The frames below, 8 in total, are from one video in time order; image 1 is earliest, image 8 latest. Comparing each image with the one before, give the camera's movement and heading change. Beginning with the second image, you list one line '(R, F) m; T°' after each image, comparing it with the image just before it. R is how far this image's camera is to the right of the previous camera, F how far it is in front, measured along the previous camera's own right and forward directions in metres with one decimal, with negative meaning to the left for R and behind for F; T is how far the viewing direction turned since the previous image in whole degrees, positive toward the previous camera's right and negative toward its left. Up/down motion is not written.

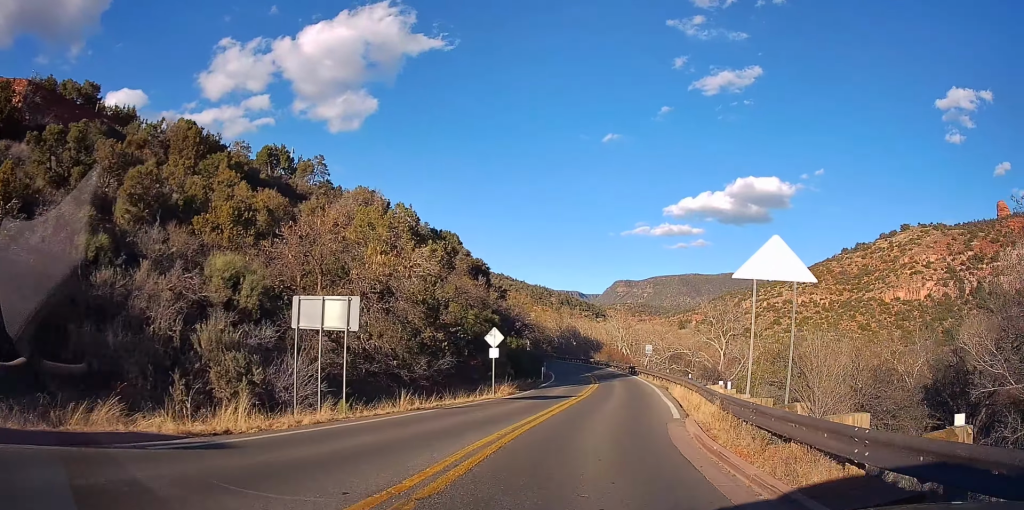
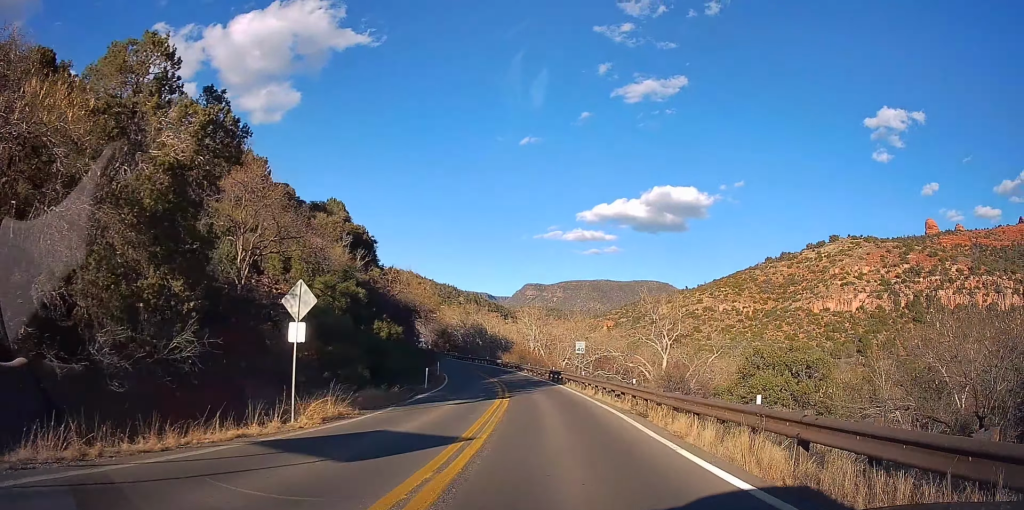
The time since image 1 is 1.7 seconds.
(+1.5, +14.8) m; +7°
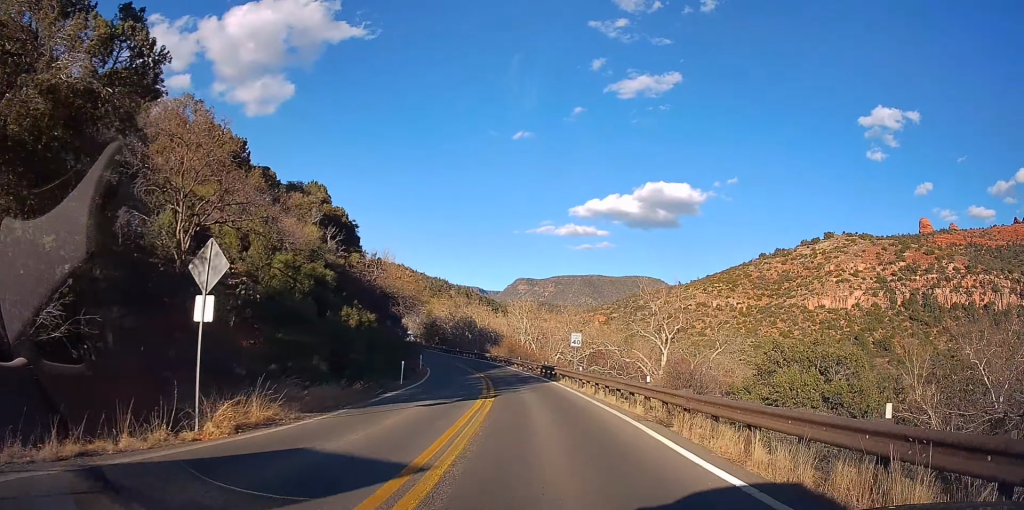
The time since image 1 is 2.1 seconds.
(0.0, +4.0) m; 0°
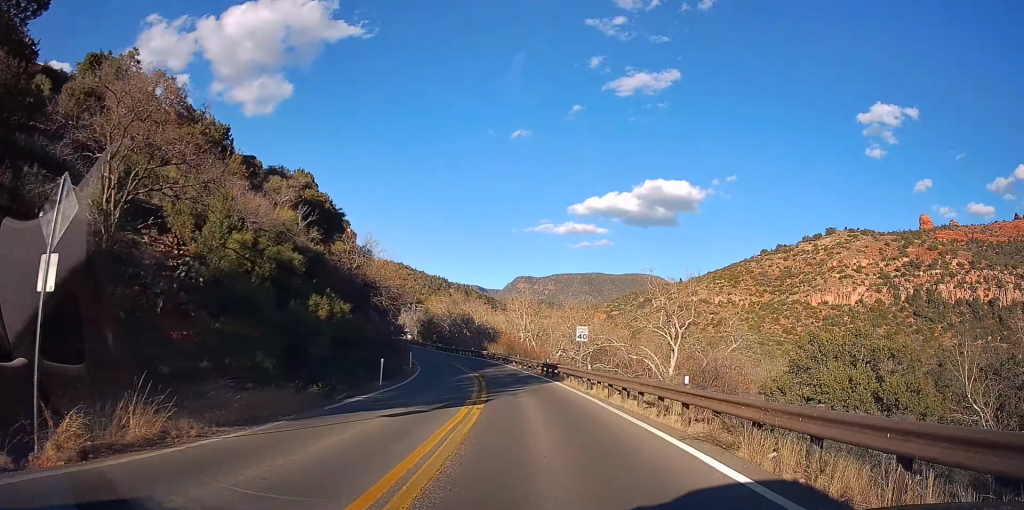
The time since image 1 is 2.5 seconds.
(0.0, +4.1) m; 0°
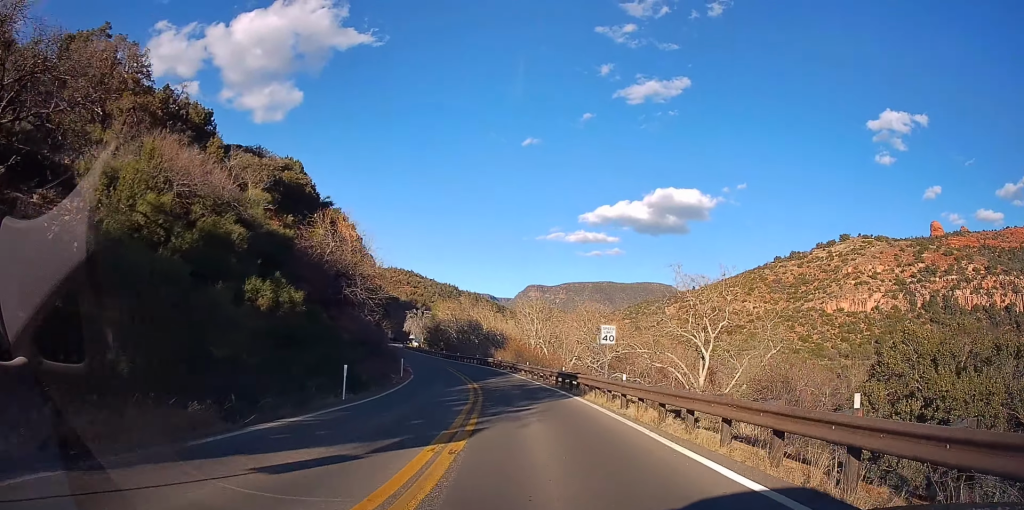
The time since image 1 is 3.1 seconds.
(0.0, +6.4) m; -1°
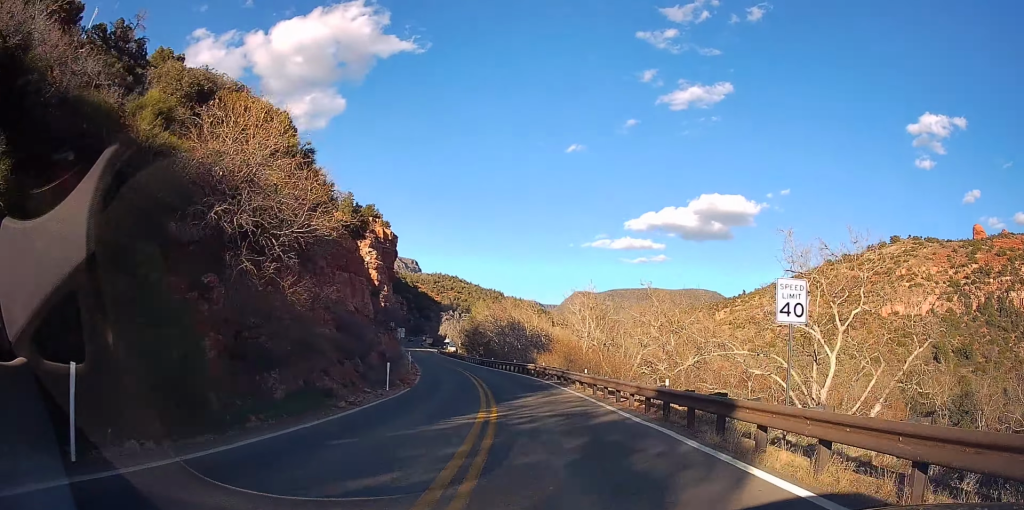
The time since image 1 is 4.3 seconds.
(-0.5, +14.1) m; -4°
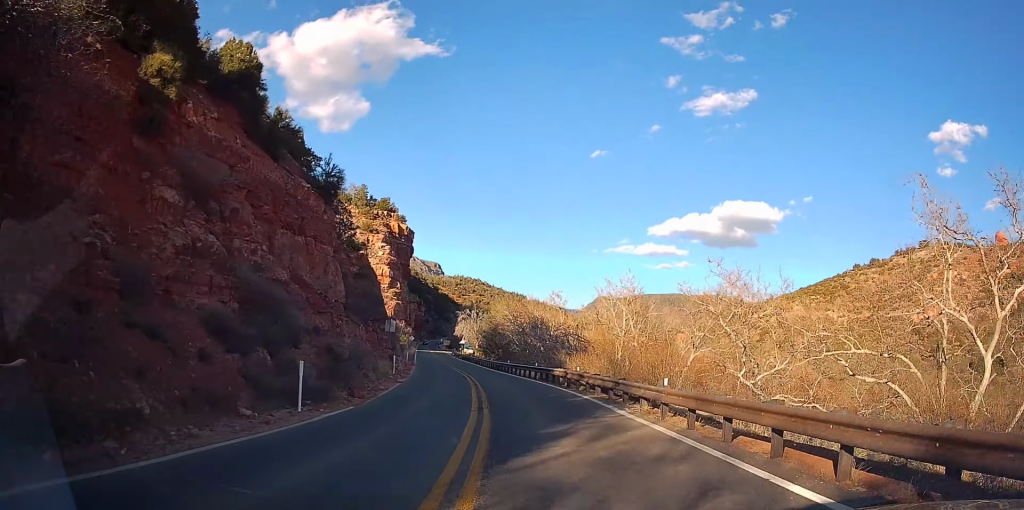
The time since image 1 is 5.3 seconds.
(-0.3, +11.9) m; -1°
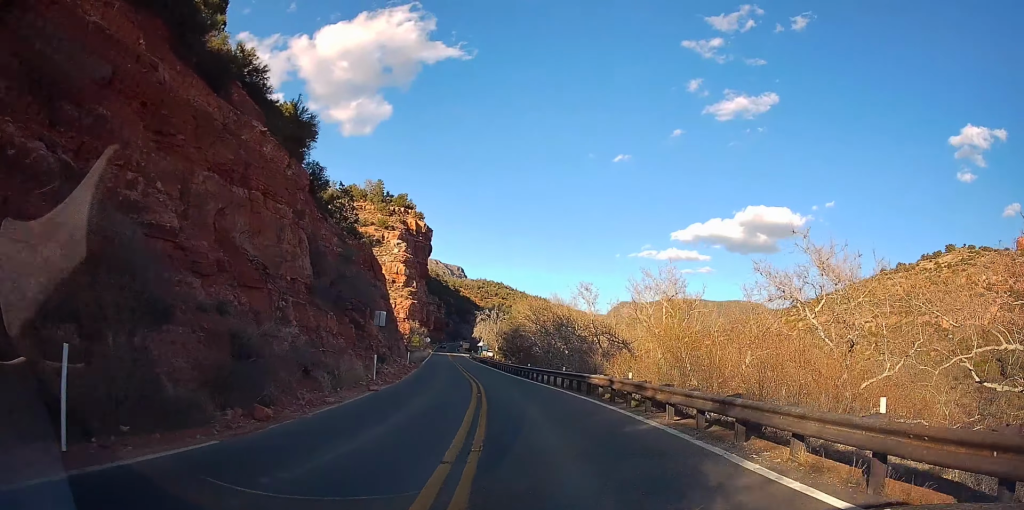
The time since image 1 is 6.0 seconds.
(0.0, +8.5) m; 0°
